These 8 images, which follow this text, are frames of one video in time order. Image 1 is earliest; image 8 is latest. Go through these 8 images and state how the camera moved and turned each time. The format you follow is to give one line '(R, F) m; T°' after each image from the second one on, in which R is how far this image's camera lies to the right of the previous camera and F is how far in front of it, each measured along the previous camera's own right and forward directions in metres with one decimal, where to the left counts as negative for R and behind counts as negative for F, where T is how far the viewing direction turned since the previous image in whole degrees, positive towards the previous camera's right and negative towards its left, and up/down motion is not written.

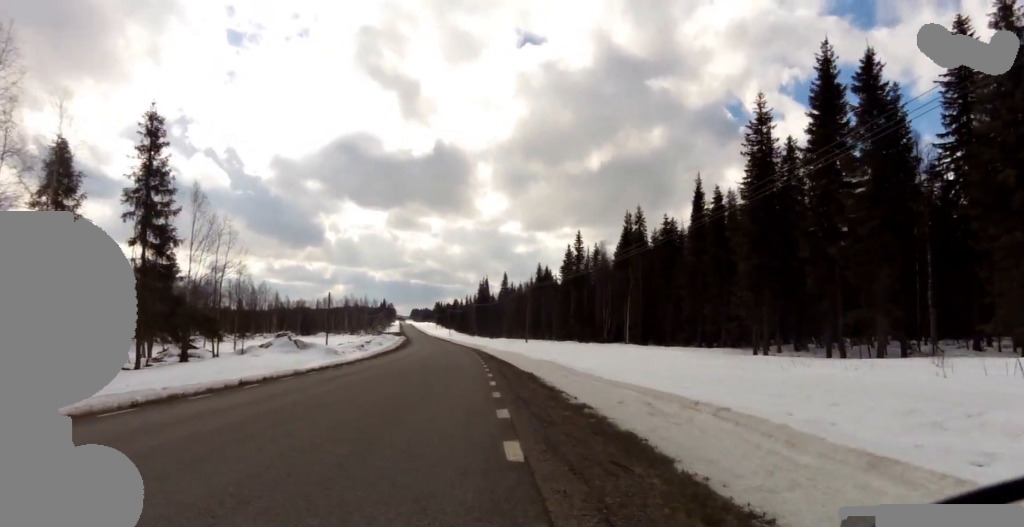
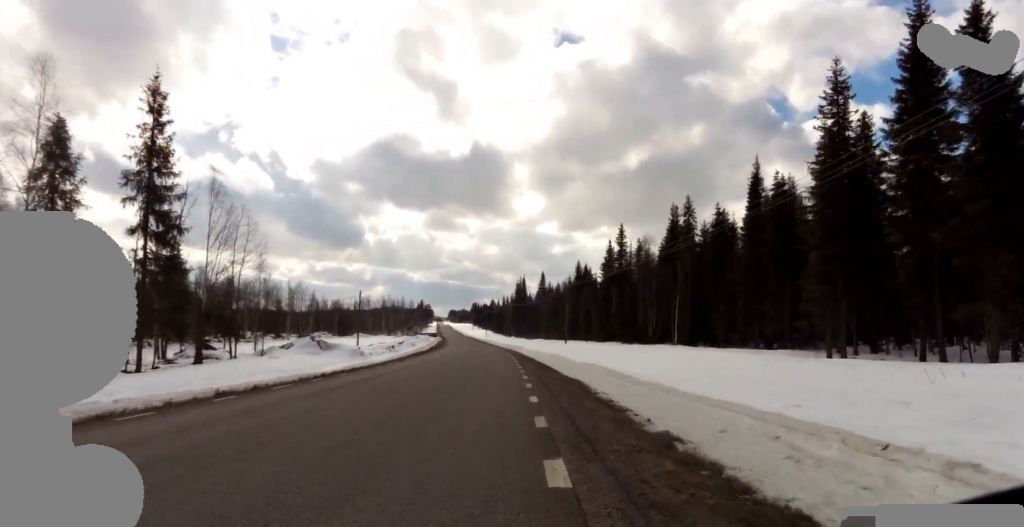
(+0.3, +4.0) m; 0°
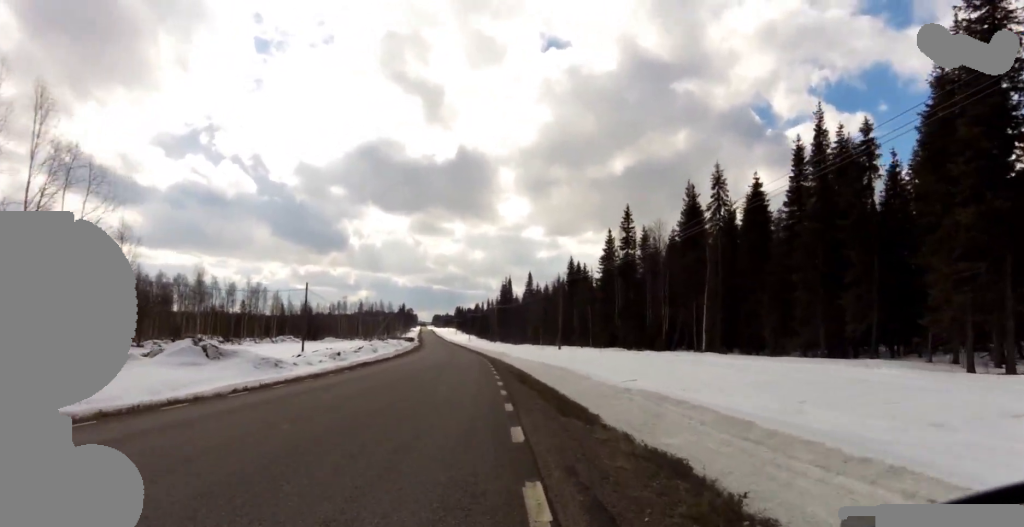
(-0.1, +13.2) m; -3°
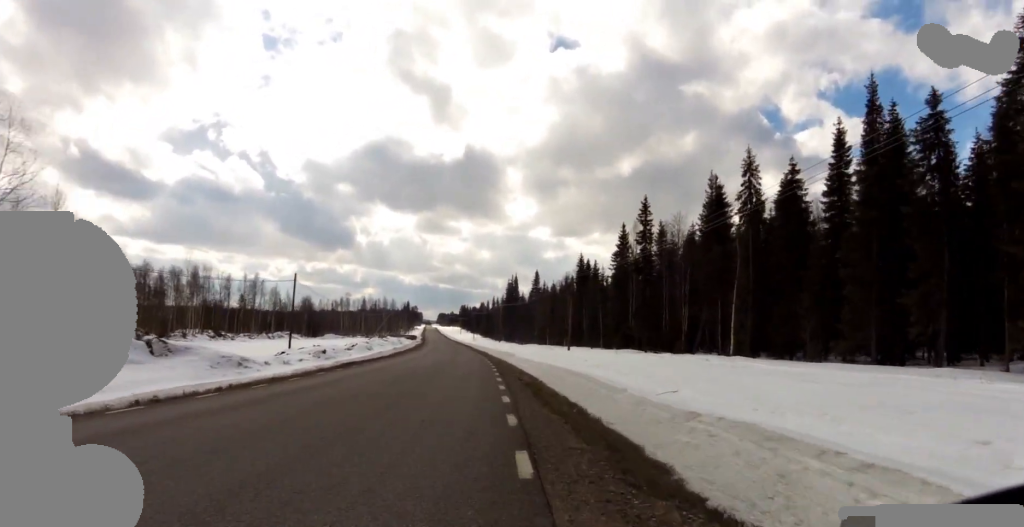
(-0.1, +4.9) m; -1°
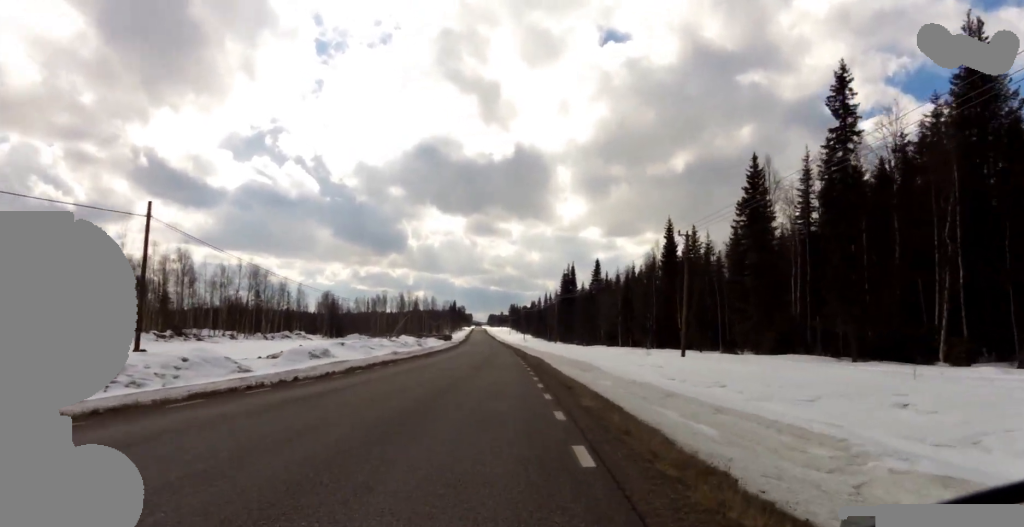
(-0.5, +27.7) m; +4°
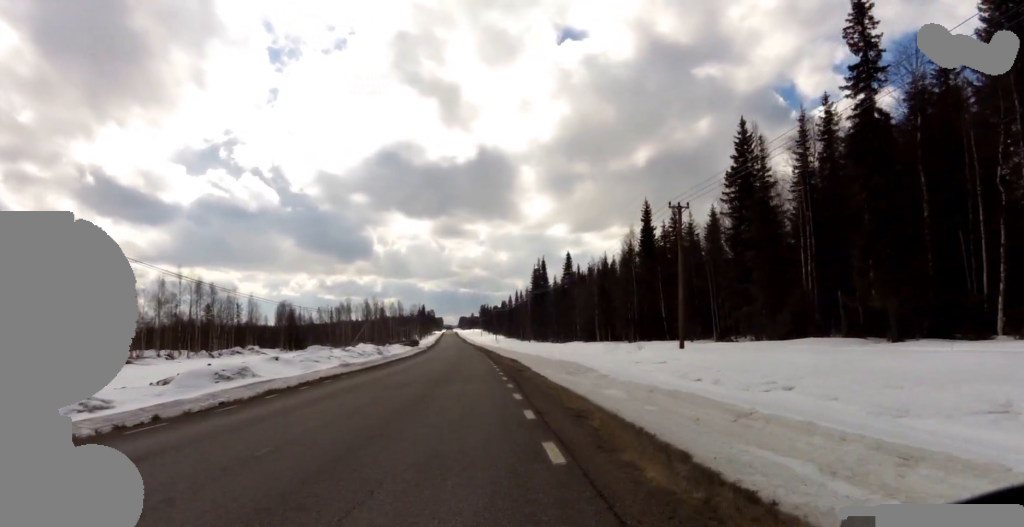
(+0.7, +5.8) m; 0°
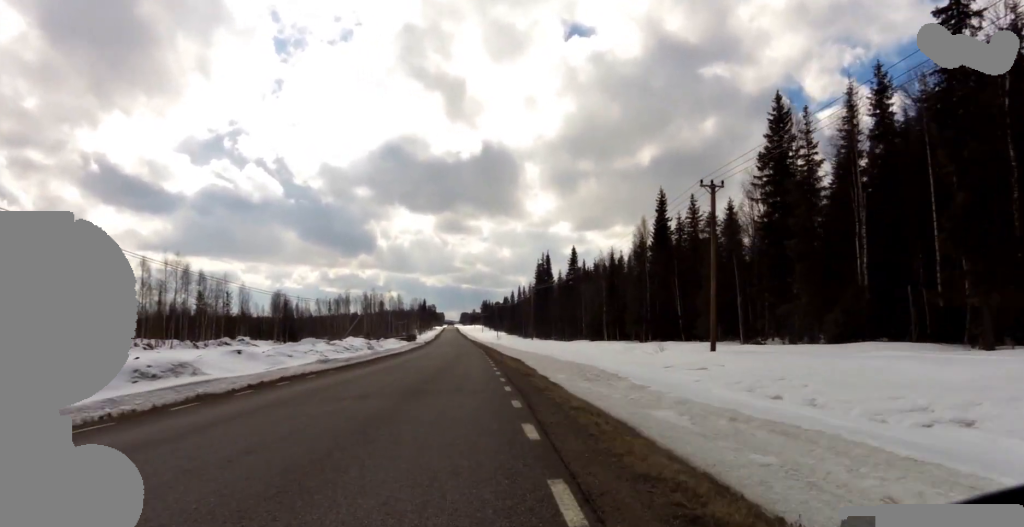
(0.0, +4.6) m; -2°
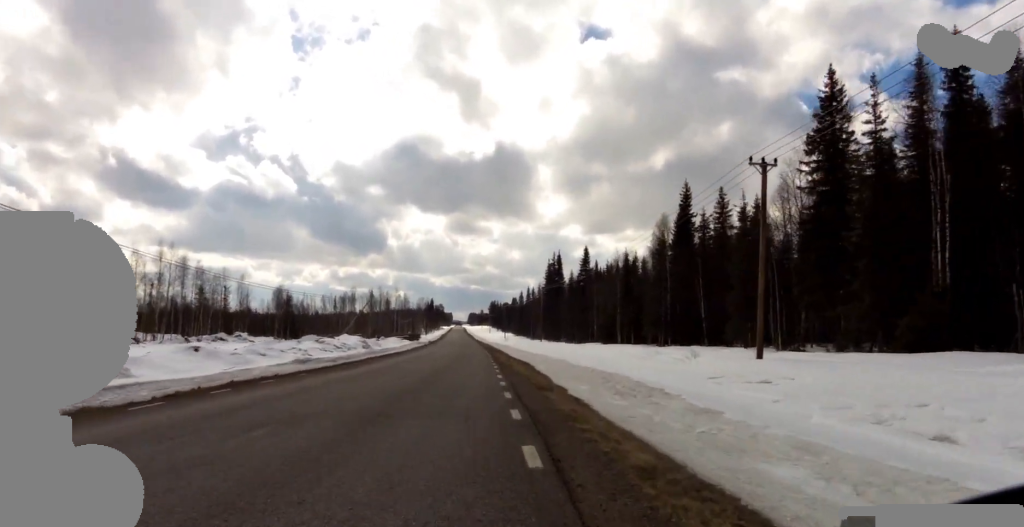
(-0.4, +4.3) m; -3°
